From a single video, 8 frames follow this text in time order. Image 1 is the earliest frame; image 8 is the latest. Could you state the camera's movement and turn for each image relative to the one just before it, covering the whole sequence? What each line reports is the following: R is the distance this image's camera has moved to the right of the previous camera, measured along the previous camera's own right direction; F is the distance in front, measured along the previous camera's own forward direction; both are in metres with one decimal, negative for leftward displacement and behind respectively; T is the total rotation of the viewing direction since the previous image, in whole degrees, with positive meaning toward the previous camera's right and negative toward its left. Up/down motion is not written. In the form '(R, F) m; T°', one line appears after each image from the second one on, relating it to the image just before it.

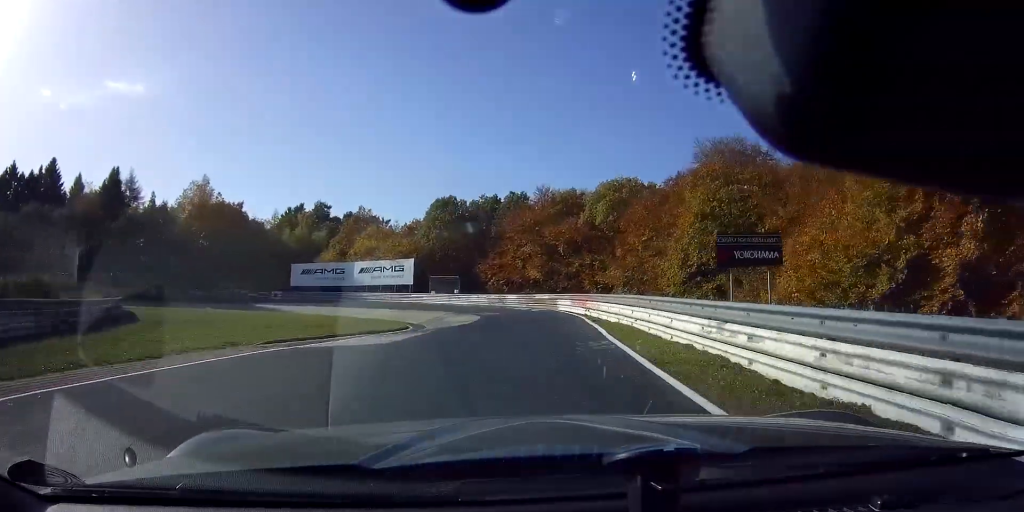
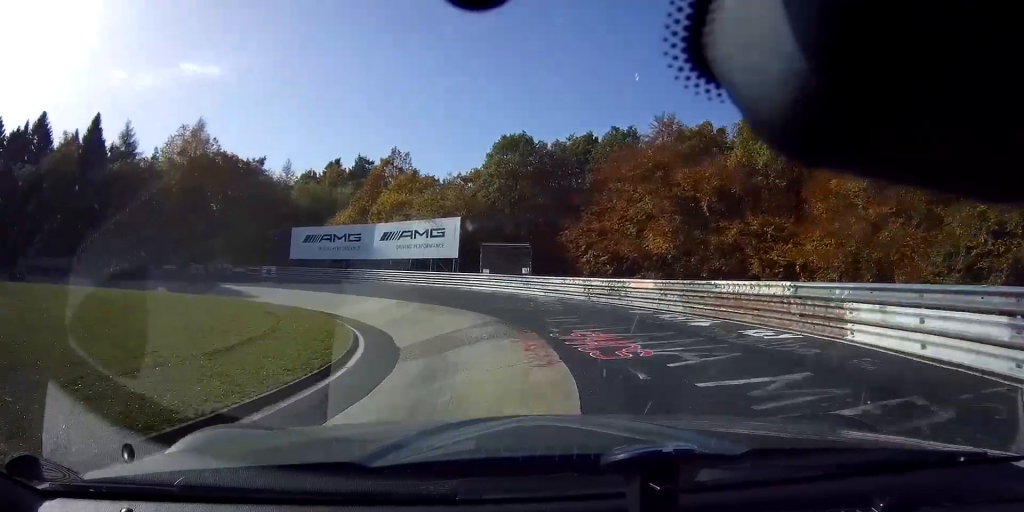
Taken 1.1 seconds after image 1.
(-1.6, +24.2) m; -14°
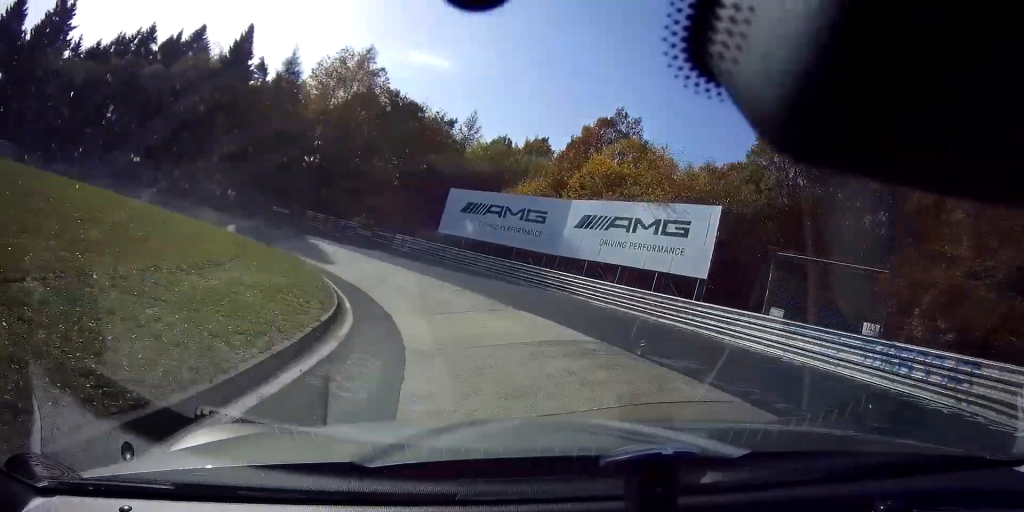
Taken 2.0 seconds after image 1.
(-1.9, +17.5) m; -21°
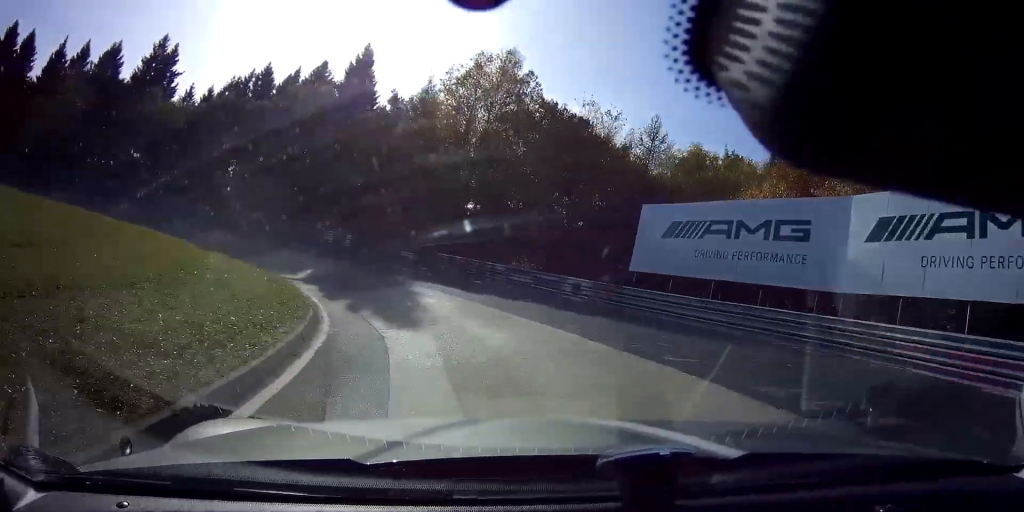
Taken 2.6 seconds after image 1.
(-2.9, +11.7) m; -21°
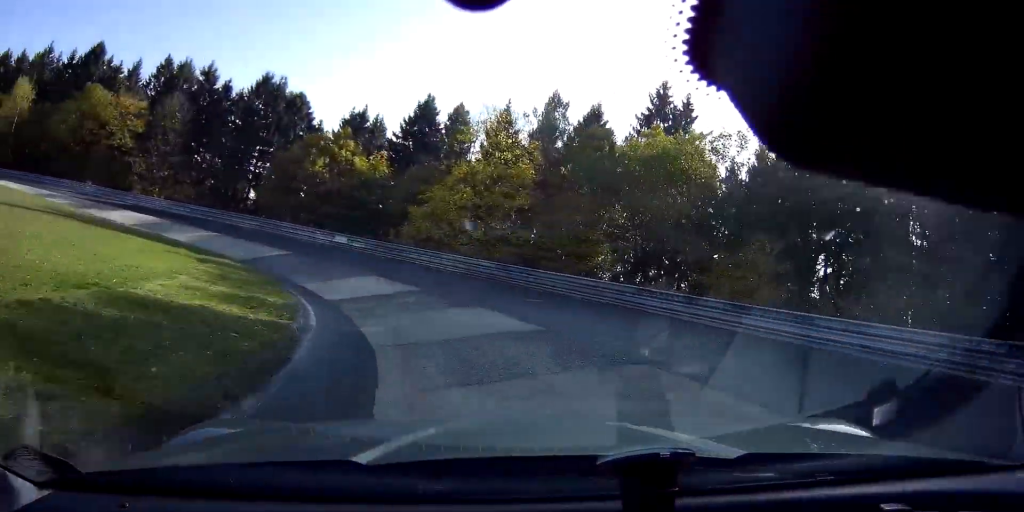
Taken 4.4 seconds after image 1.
(-16.7, +25.9) m; -66°
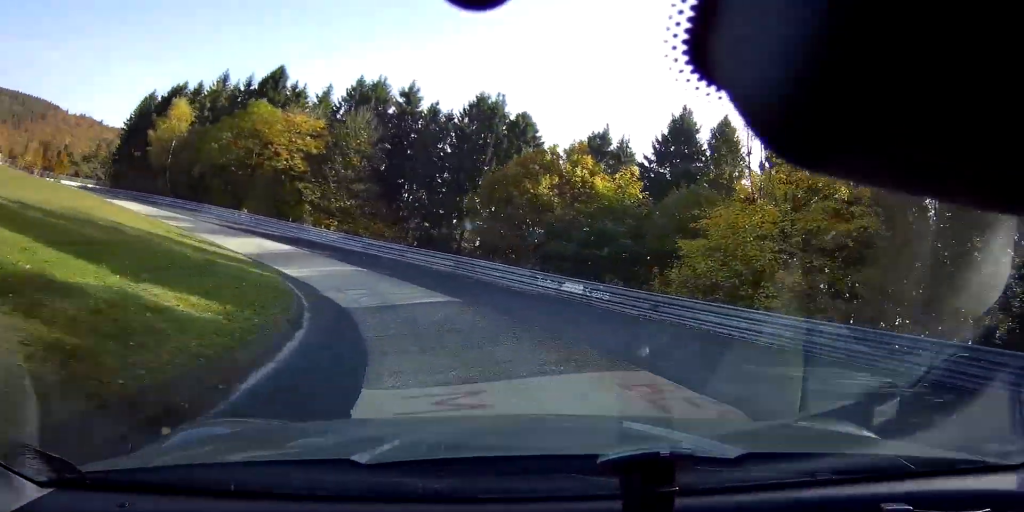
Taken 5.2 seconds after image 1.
(-2.7, +12.8) m; -27°
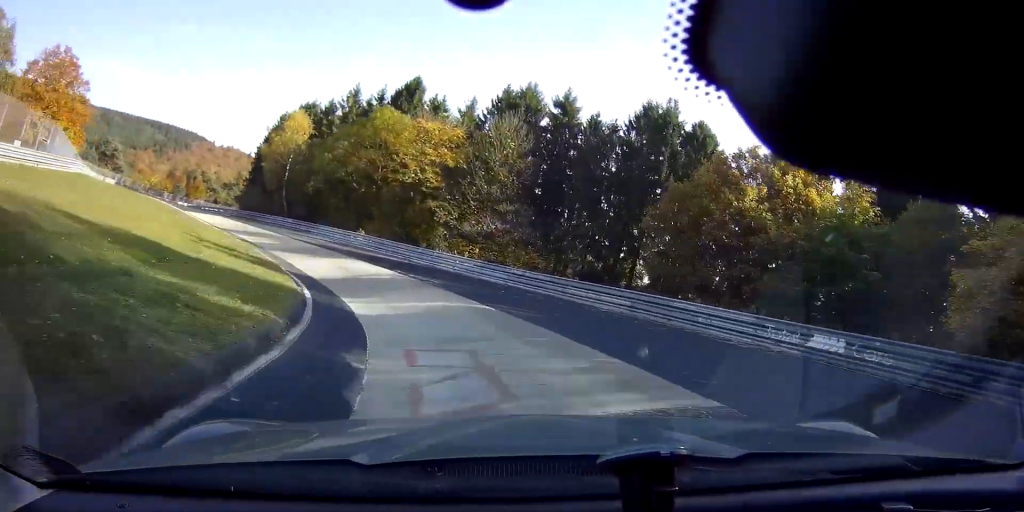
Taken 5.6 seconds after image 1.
(-1.5, +9.0) m; -17°
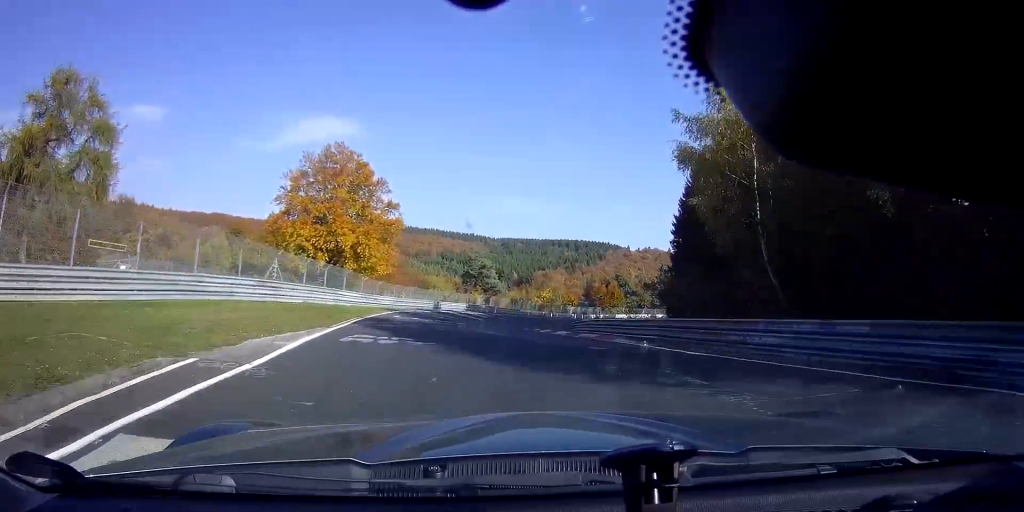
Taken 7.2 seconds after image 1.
(-13.0, +30.4) m; -32°
